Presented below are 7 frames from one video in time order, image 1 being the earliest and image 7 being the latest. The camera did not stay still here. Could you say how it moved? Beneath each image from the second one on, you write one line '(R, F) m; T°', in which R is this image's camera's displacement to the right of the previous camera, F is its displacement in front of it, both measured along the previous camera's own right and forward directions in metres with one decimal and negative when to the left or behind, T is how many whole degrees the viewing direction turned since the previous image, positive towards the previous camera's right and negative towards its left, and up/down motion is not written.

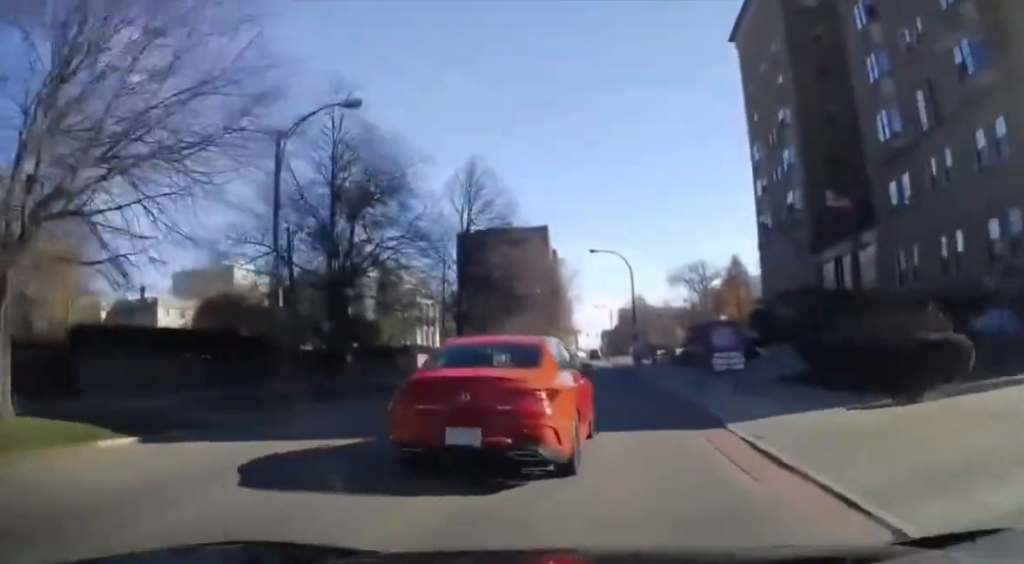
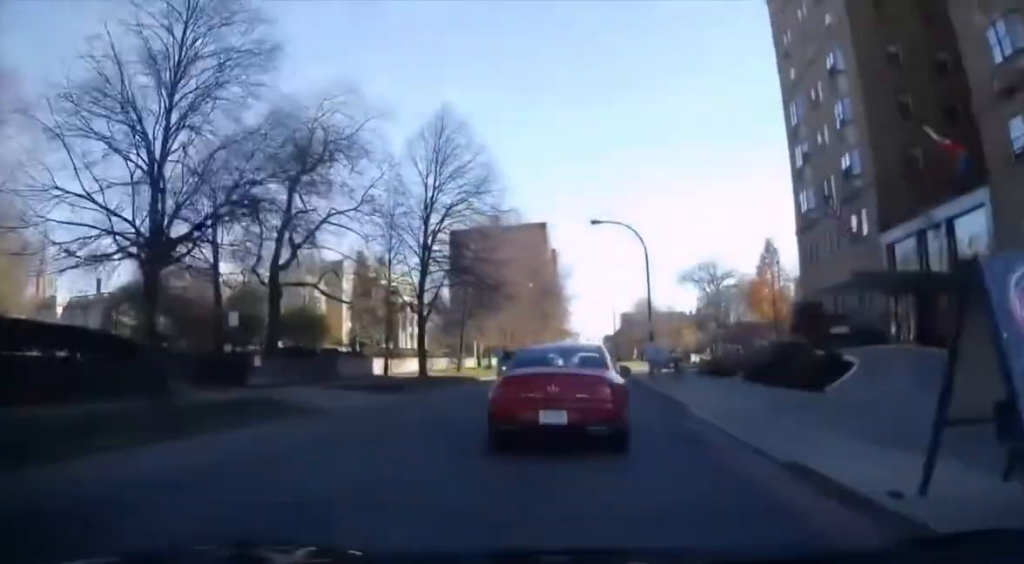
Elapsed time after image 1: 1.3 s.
(0.0, +12.6) m; 0°
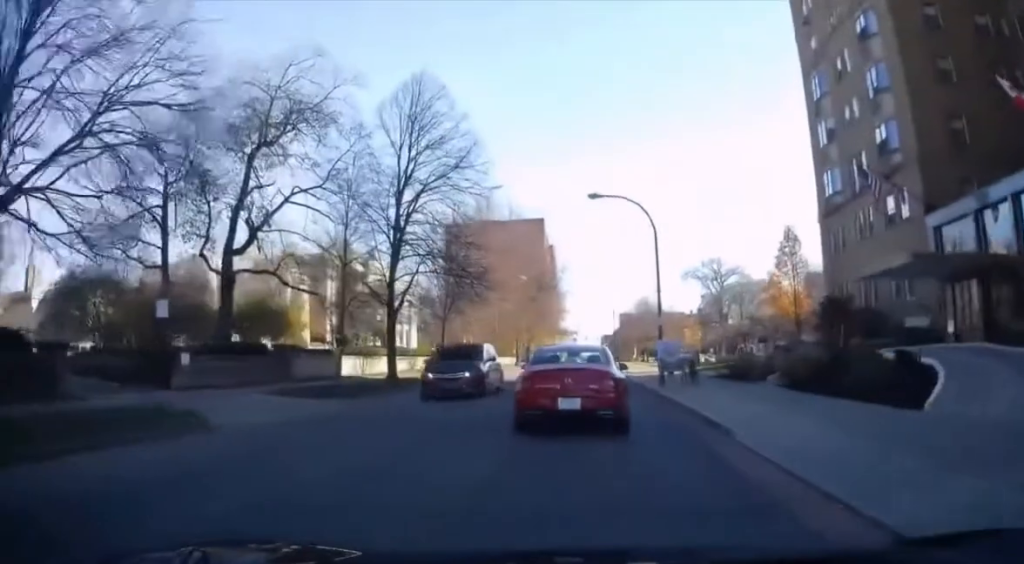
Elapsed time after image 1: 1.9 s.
(0.0, +5.2) m; 0°
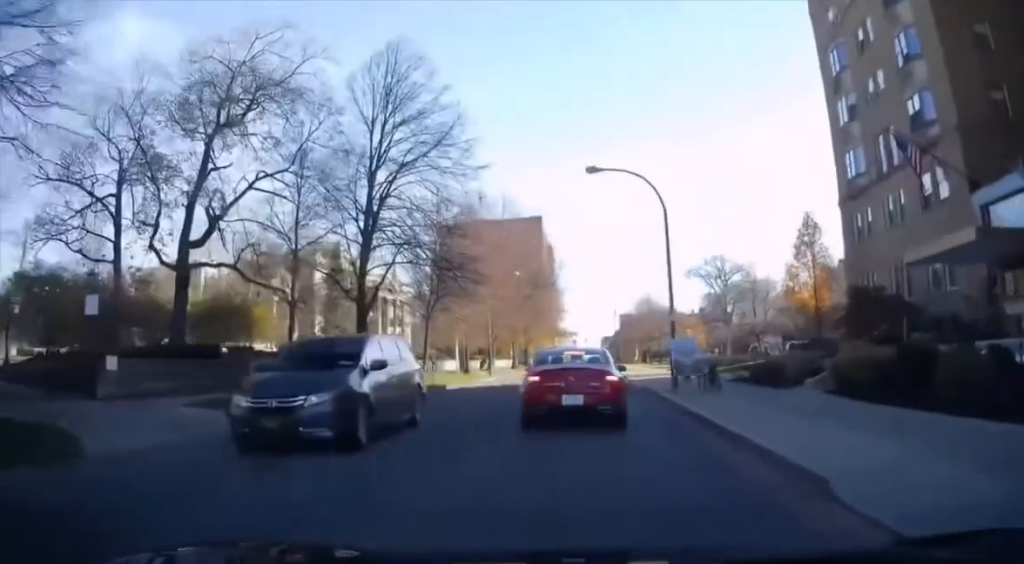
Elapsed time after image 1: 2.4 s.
(0.0, +3.7) m; 0°
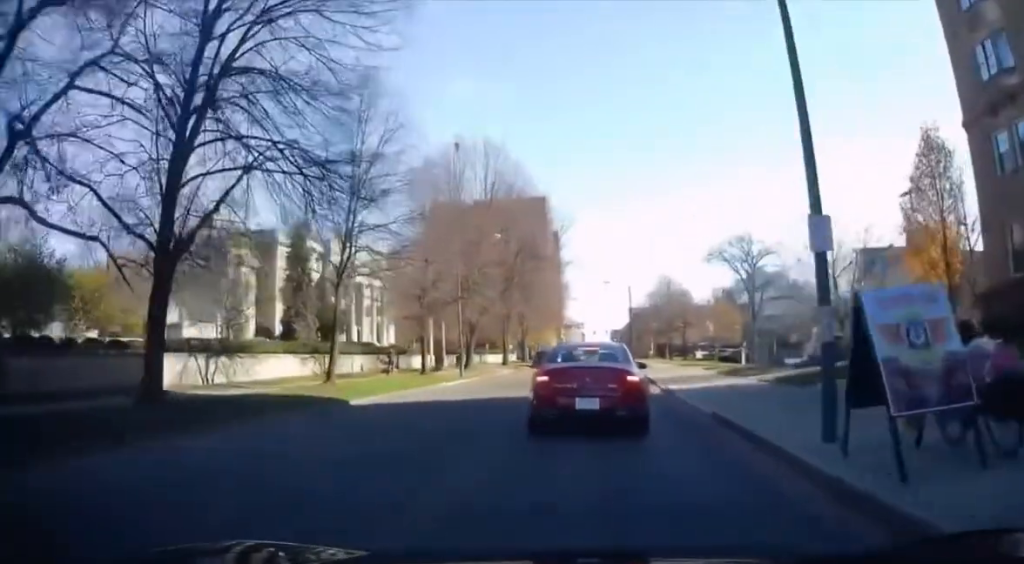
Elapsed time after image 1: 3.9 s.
(0.0, +12.7) m; 0°
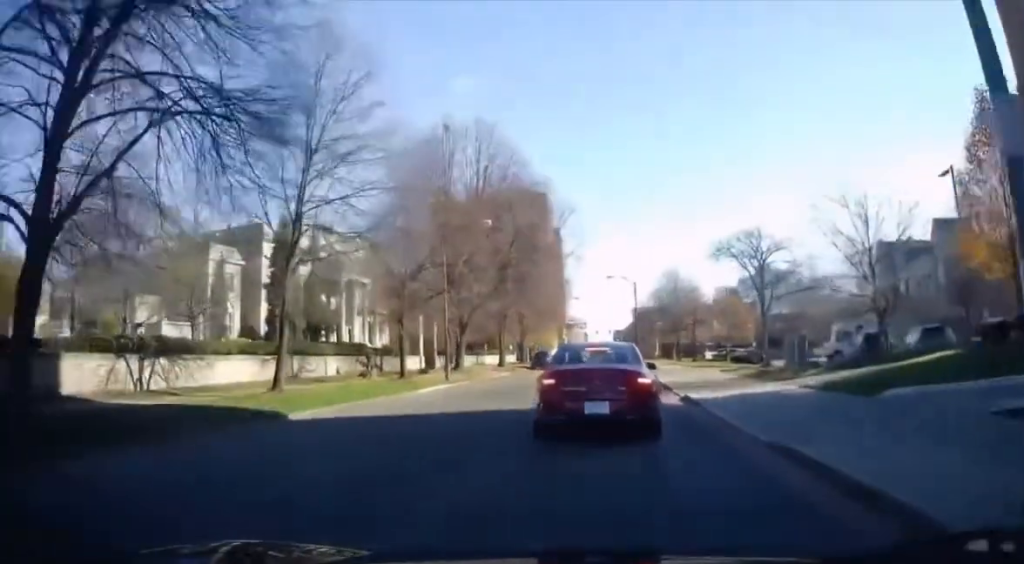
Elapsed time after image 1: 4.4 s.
(0.0, +4.7) m; 0°
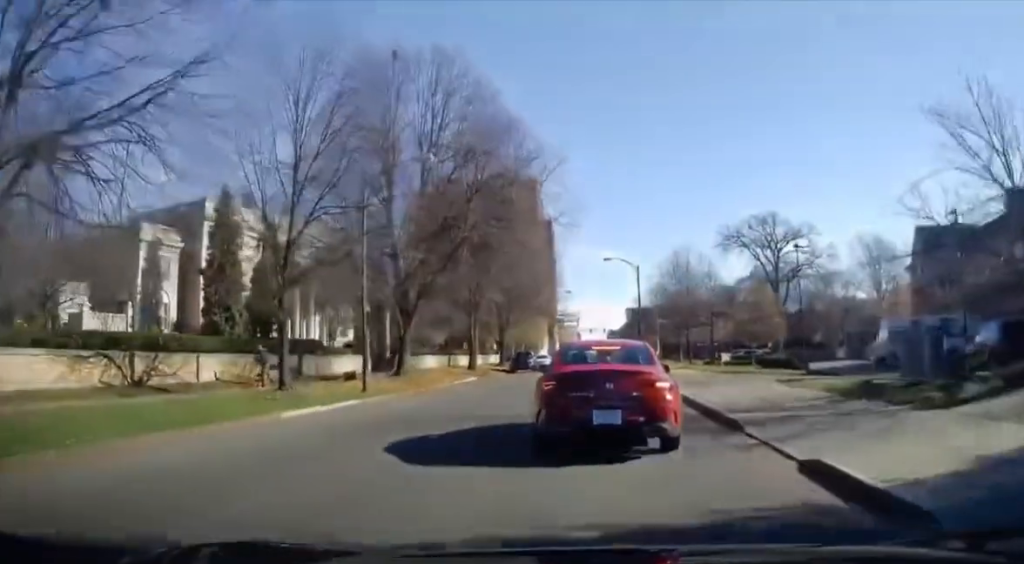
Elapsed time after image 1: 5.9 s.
(0.0, +11.9) m; 0°
